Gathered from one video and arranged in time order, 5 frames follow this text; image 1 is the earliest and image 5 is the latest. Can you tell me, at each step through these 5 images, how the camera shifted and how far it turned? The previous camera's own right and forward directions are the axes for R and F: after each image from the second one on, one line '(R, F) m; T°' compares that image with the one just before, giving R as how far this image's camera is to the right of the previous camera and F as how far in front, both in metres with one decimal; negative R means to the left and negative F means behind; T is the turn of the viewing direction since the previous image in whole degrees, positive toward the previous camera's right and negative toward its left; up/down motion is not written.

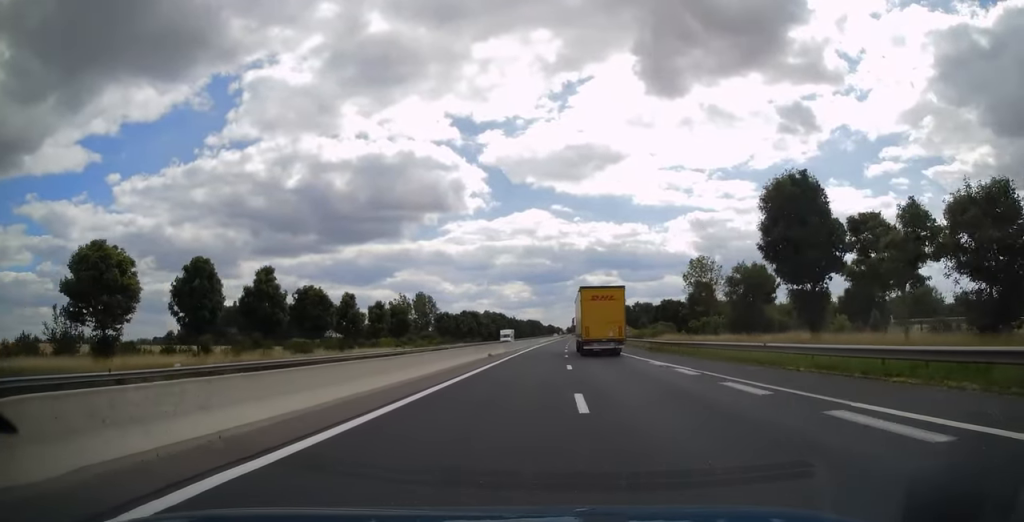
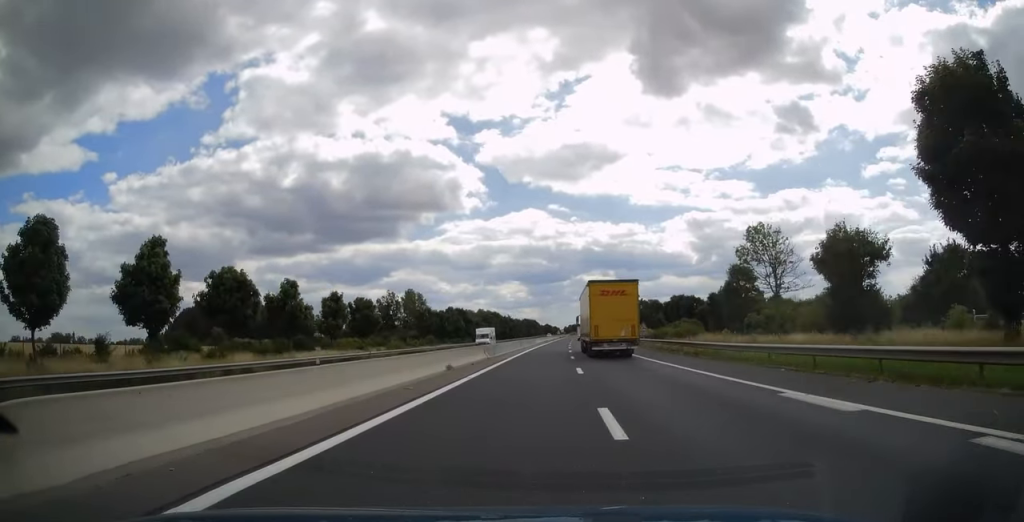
(+0.1, +15.9) m; +1°
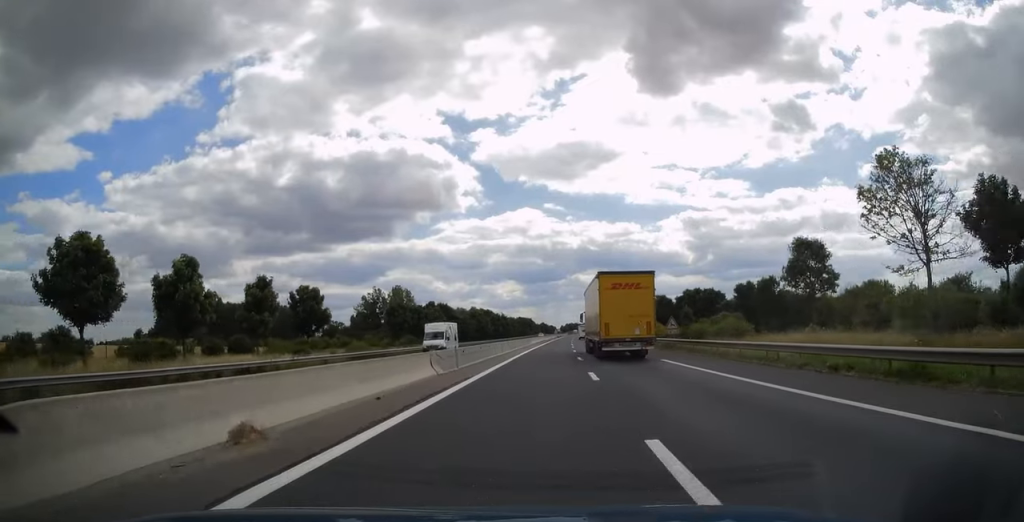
(-0.1, +16.4) m; +1°
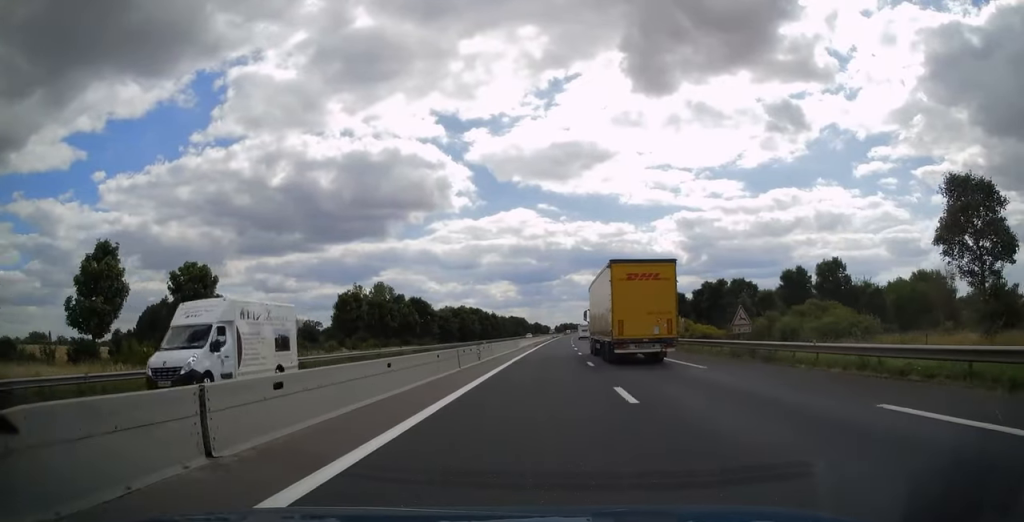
(+0.2, +18.9) m; +1°
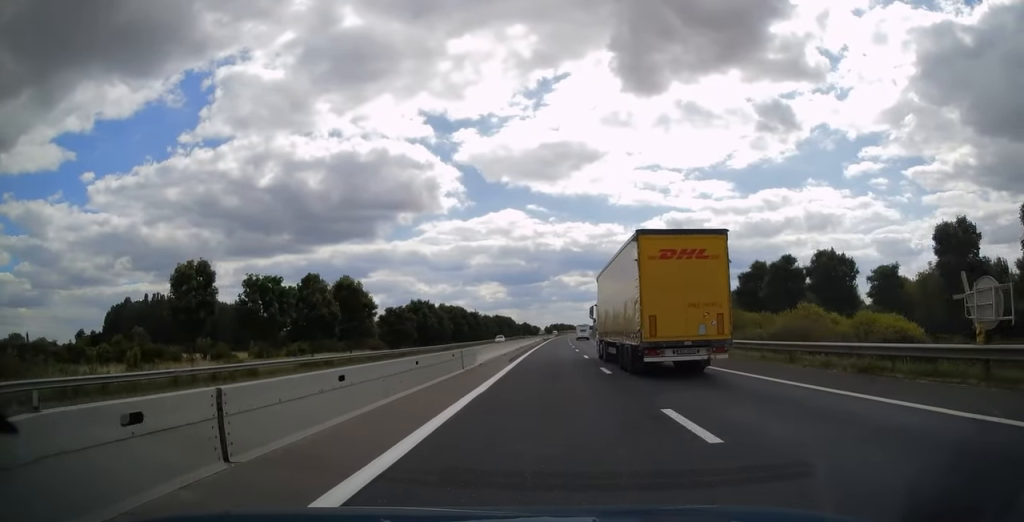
(+0.2, +30.2) m; +1°
